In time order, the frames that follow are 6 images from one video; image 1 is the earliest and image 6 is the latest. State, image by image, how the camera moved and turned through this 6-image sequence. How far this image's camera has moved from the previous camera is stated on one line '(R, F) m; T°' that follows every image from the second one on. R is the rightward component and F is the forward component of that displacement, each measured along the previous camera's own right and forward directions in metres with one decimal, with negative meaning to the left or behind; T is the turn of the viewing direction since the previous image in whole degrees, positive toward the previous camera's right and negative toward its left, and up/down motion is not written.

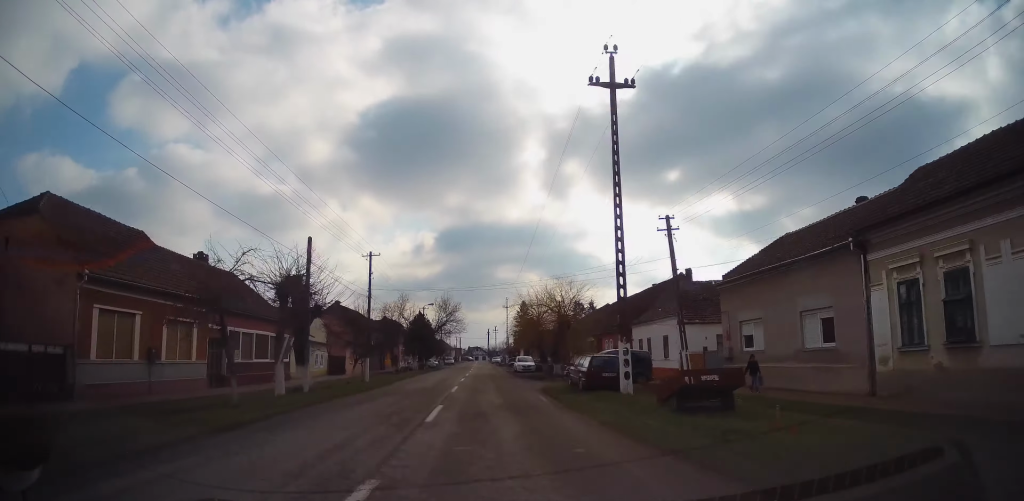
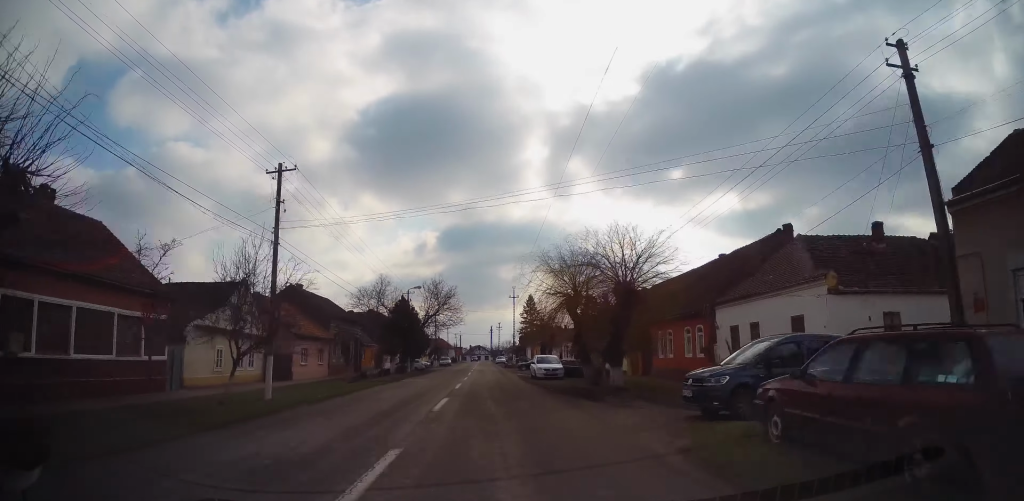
(+0.1, +16.0) m; 0°
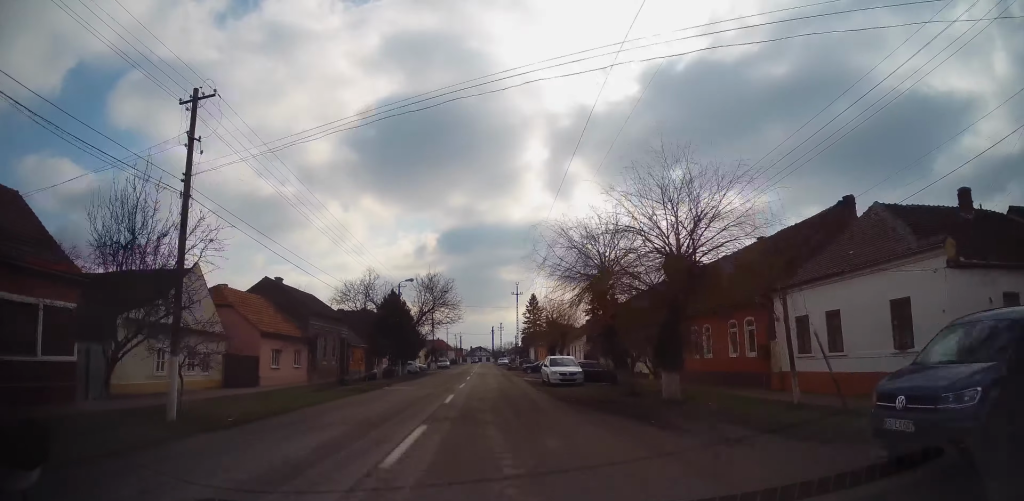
(0.0, +6.1) m; 0°
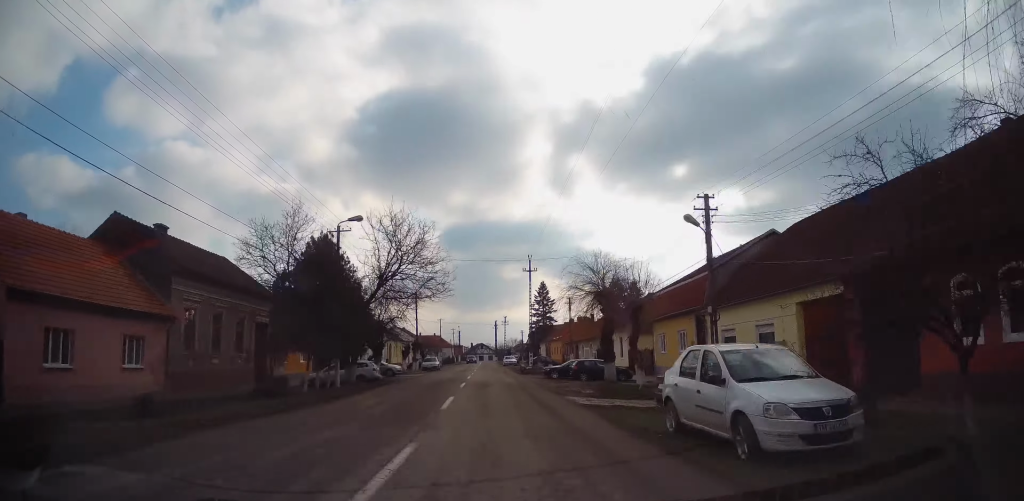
(0.0, +20.2) m; +1°
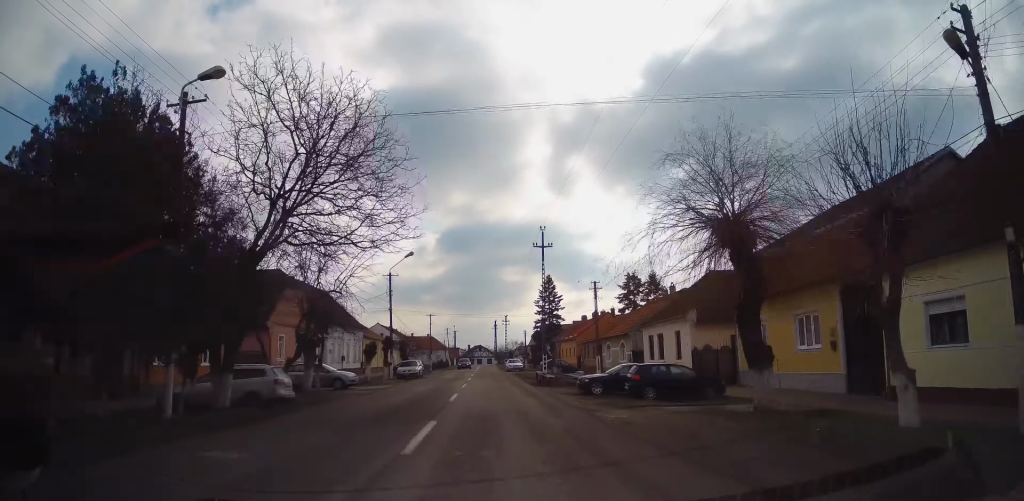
(+0.2, +14.6) m; 0°
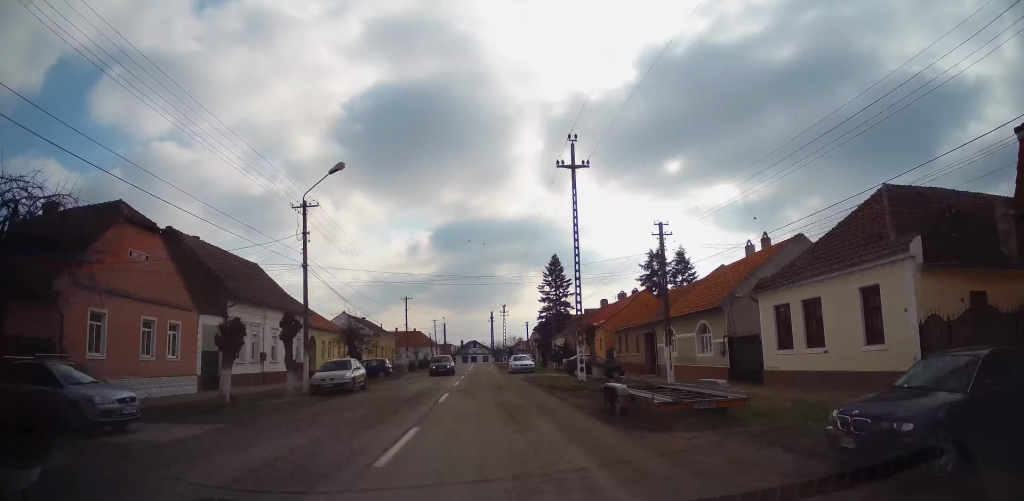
(-0.4, +18.7) m; -2°
